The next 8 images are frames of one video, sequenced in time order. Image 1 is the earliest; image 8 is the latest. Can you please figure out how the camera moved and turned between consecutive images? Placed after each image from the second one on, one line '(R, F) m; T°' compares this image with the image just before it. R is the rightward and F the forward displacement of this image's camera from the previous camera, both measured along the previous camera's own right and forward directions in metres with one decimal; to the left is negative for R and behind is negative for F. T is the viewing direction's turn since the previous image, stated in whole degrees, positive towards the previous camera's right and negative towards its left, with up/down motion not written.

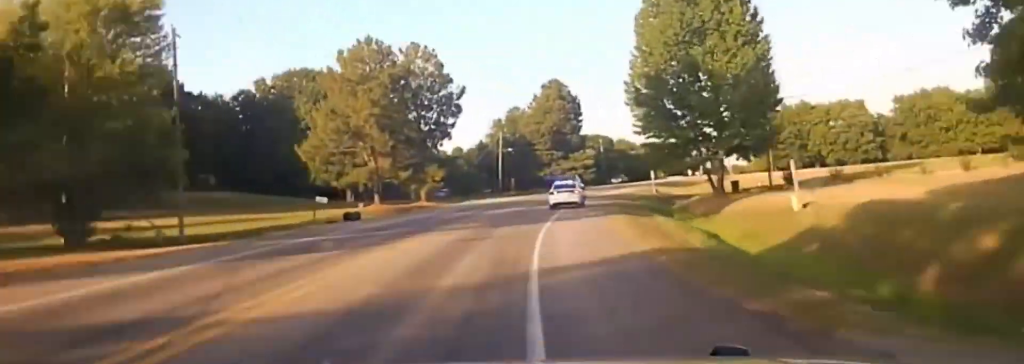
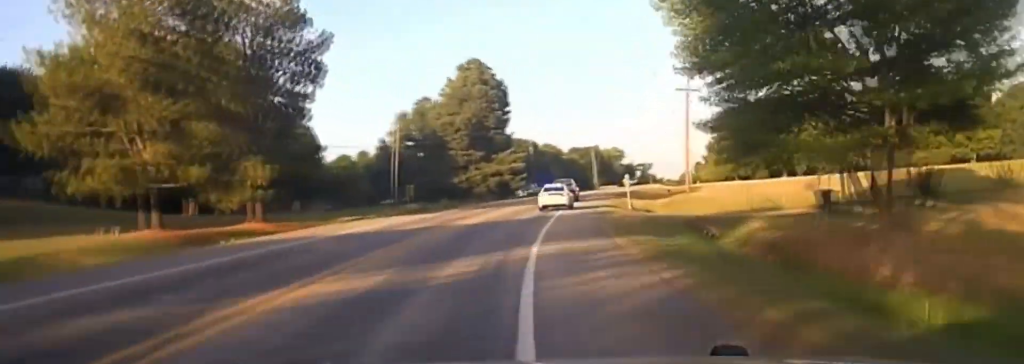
(+1.7, +37.4) m; +5°
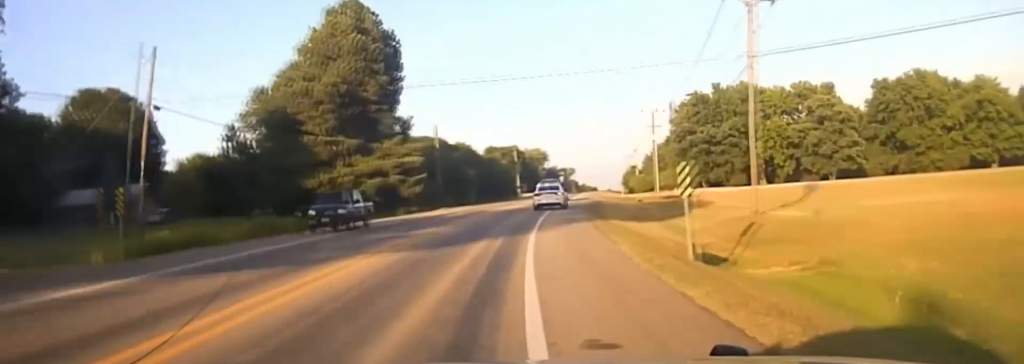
(+2.2, +42.0) m; +5°
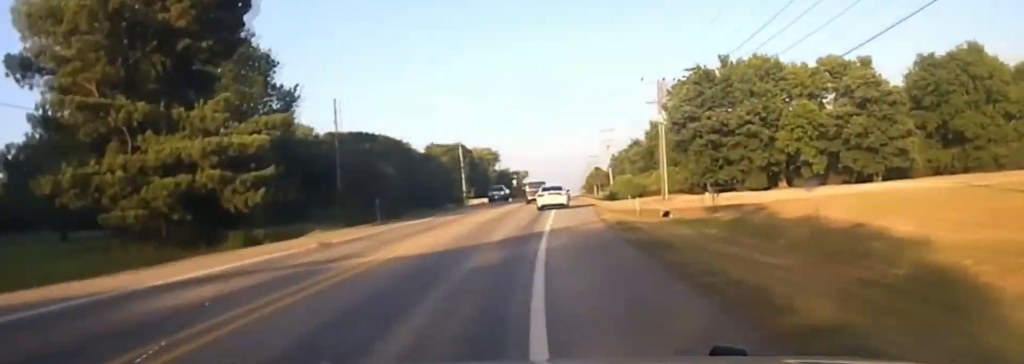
(+1.2, +37.1) m; +3°
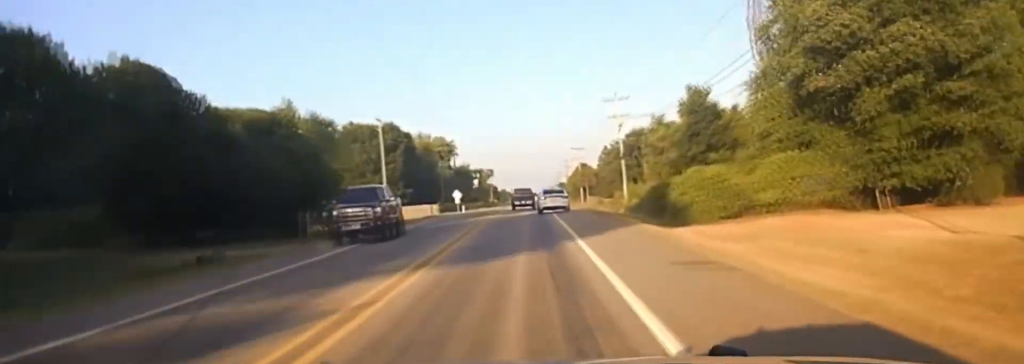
(+1.8, +63.1) m; +3°
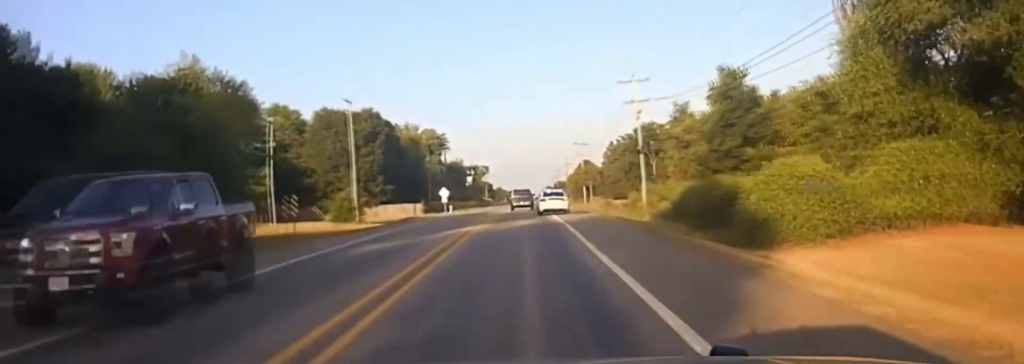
(+0.1, +17.1) m; 0°
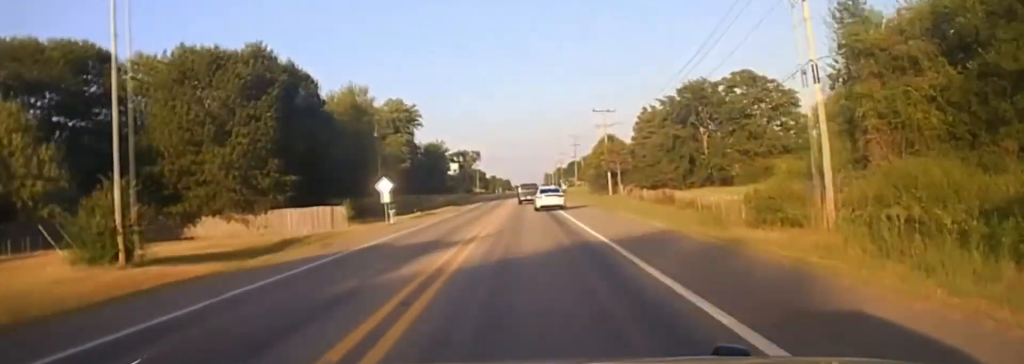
(+0.2, +49.1) m; 0°
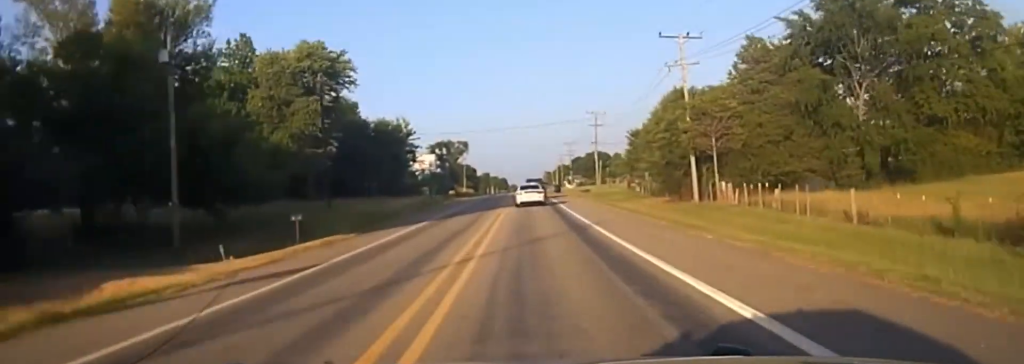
(+0.3, +58.9) m; 0°
